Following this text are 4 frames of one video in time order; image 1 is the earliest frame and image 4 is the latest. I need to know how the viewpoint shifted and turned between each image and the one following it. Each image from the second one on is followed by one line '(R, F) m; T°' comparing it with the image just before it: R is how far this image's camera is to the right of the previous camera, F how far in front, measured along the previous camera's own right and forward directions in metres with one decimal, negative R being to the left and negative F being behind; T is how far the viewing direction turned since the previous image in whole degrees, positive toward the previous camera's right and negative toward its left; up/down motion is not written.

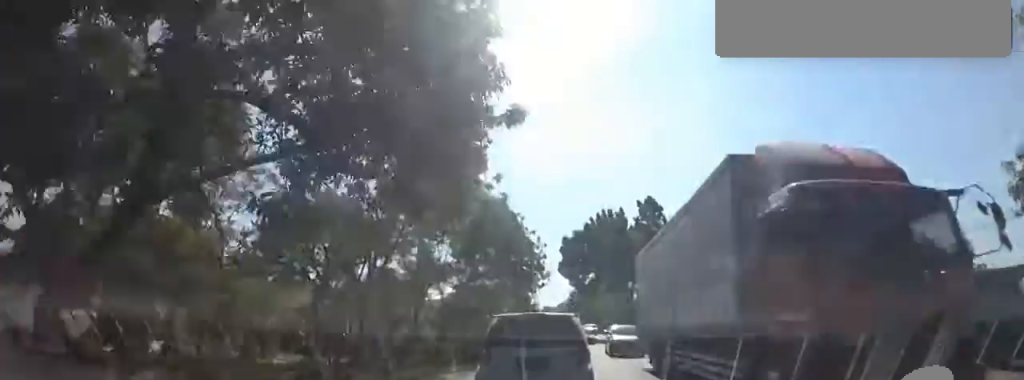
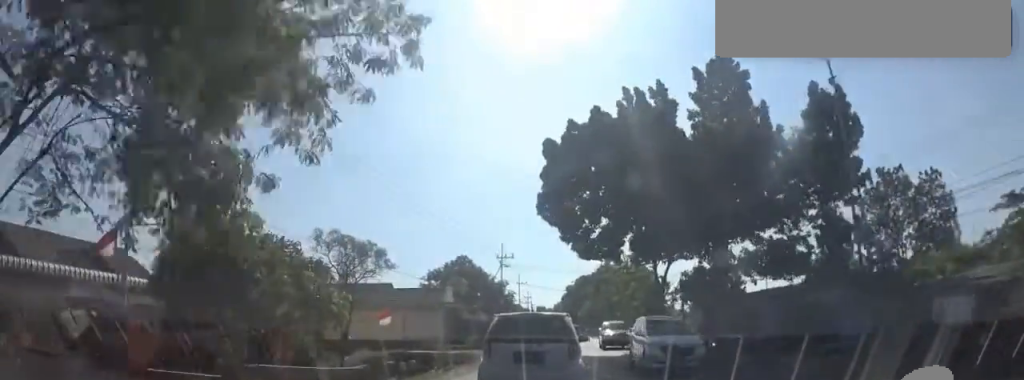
(+1.4, +28.4) m; +3°
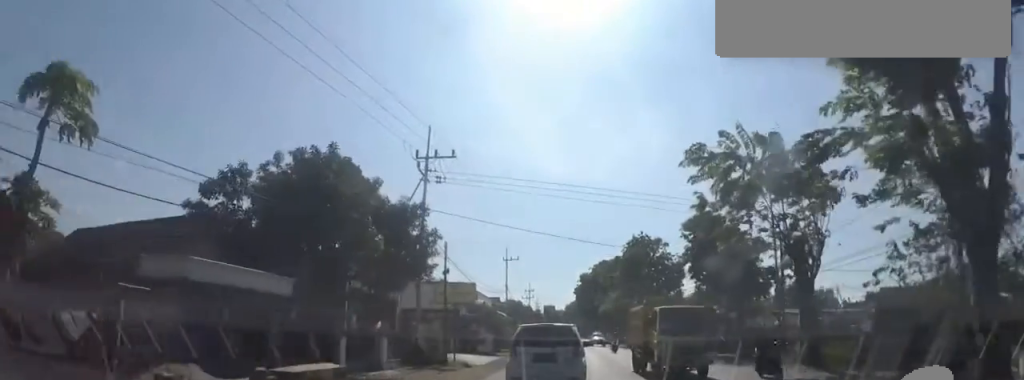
(-0.1, +34.2) m; 0°
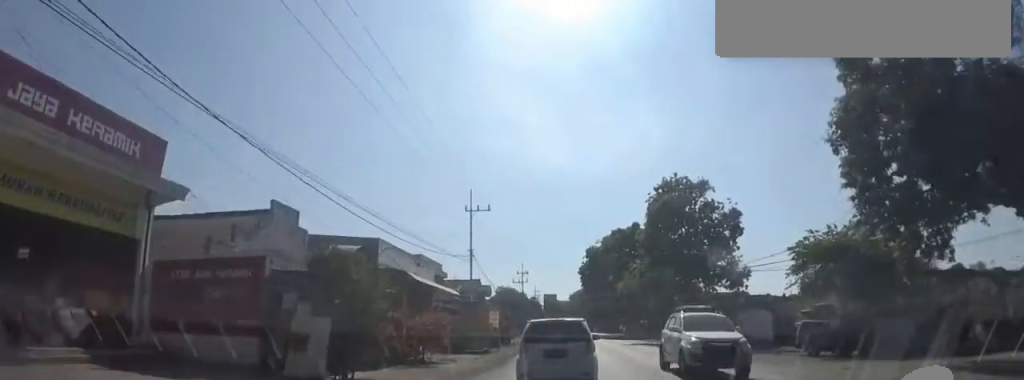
(-2.5, +20.6) m; -6°
